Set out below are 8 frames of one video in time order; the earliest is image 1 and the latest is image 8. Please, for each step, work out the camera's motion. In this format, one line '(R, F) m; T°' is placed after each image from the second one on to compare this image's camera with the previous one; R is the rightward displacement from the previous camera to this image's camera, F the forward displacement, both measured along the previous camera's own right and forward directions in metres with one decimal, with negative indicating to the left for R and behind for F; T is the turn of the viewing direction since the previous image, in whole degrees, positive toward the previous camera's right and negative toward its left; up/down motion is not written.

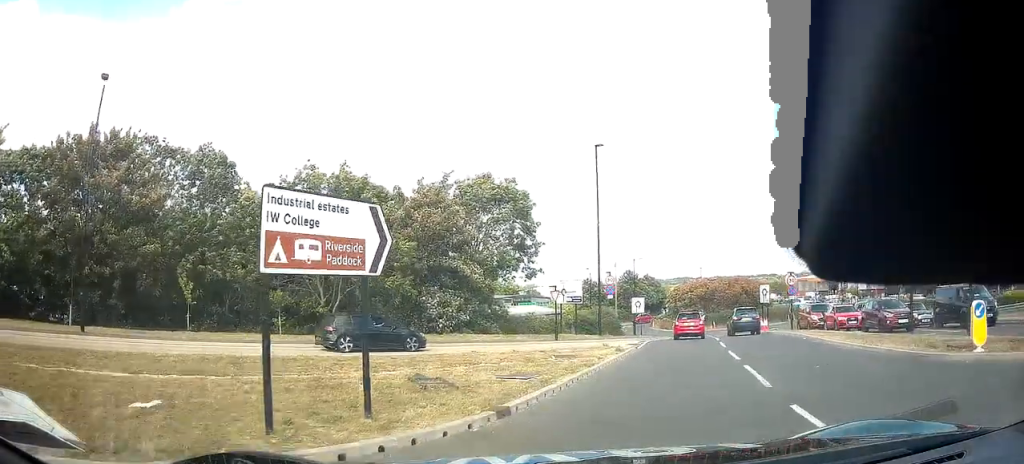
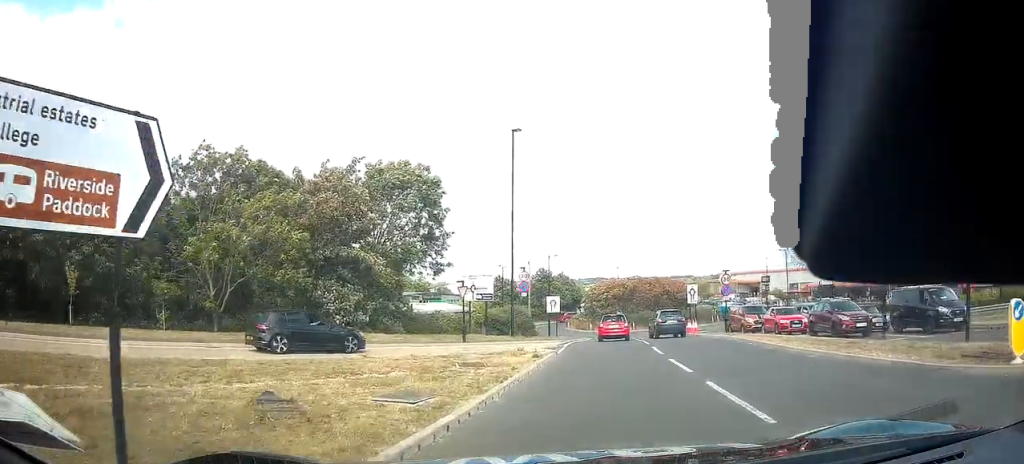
(+0.4, +3.4) m; +9°
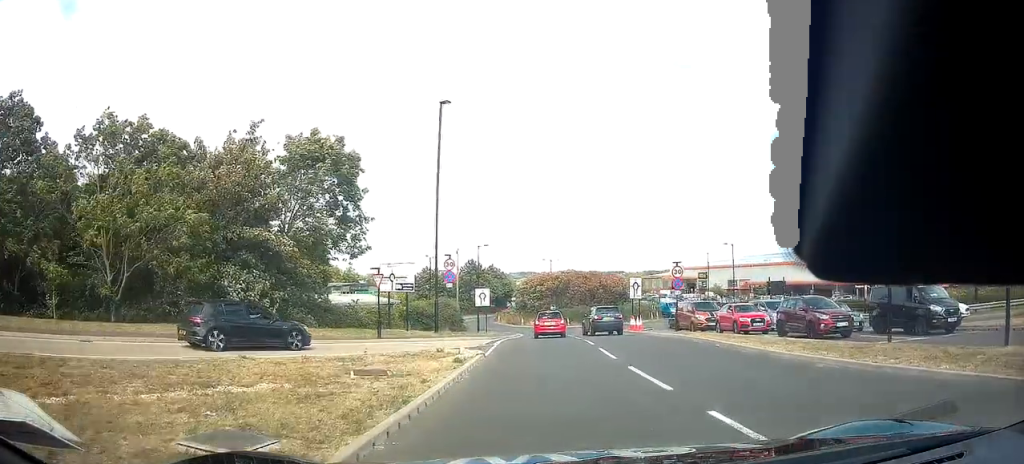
(-0.1, +3.6) m; +10°
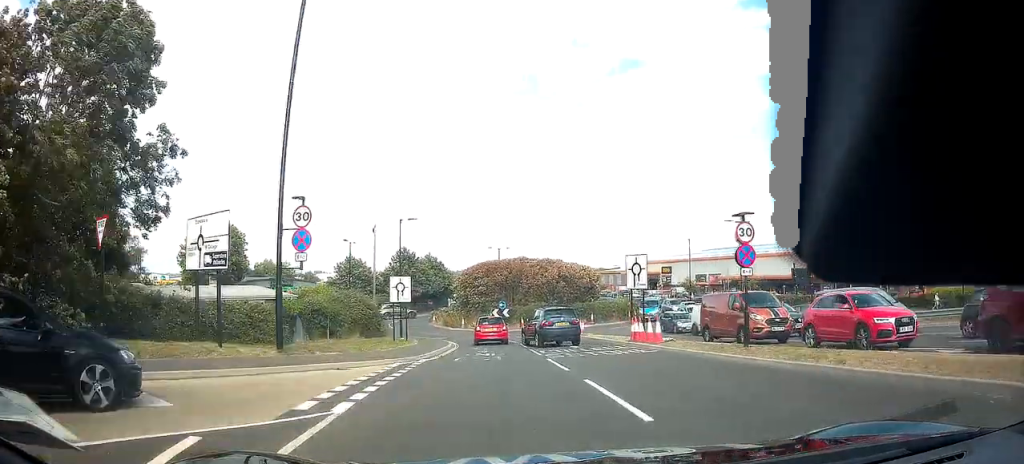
(+5.1, +14.7) m; +21°
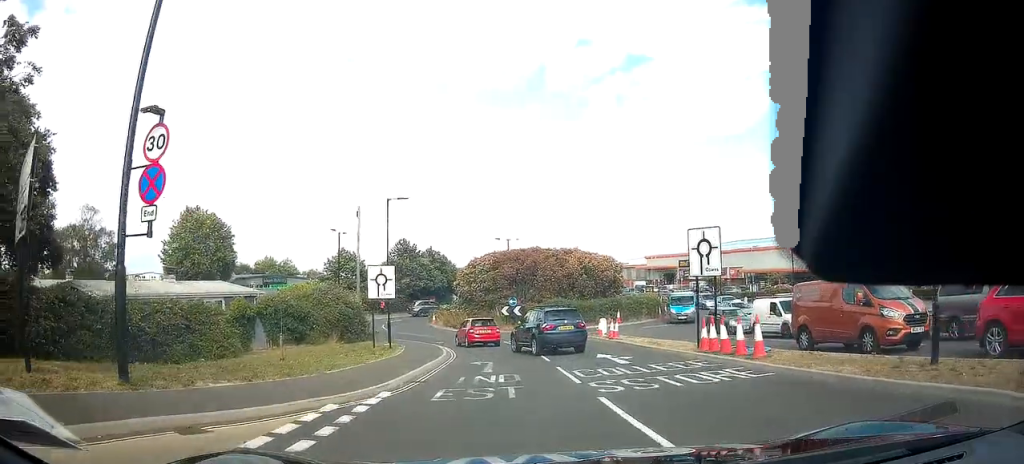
(-0.7, +8.1) m; -9°
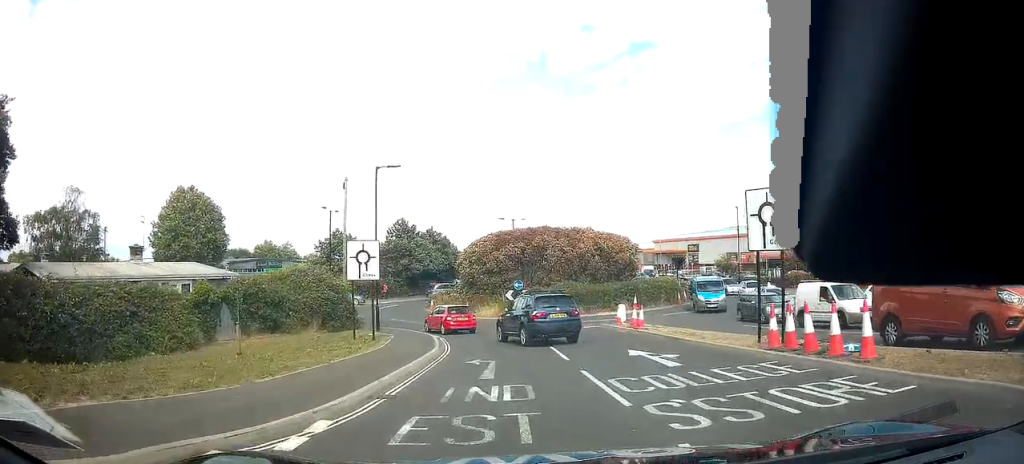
(-0.3, +4.5) m; -4°
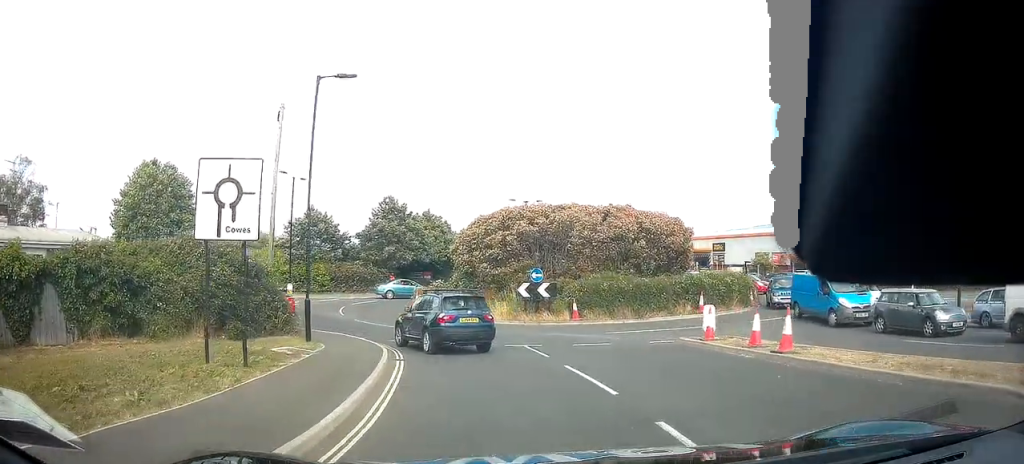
(-0.8, +12.6) m; -5°
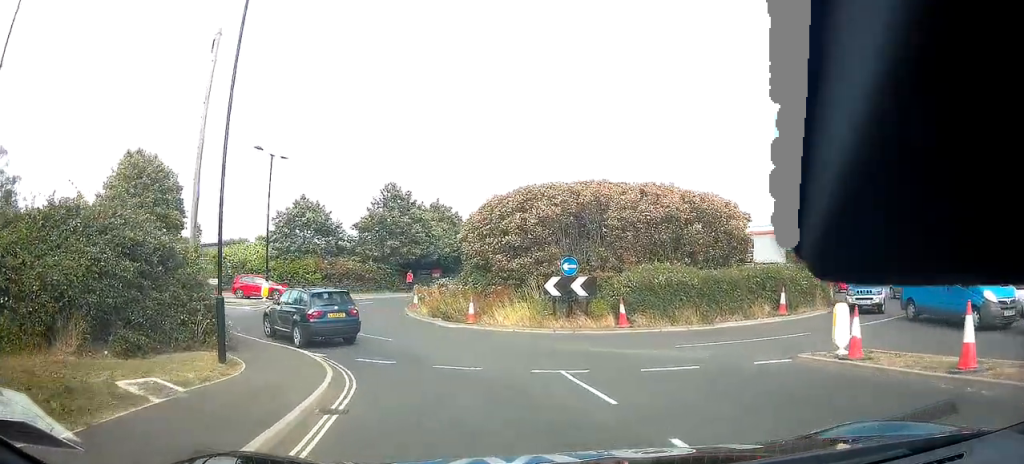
(-0.1, +7.0) m; +1°
